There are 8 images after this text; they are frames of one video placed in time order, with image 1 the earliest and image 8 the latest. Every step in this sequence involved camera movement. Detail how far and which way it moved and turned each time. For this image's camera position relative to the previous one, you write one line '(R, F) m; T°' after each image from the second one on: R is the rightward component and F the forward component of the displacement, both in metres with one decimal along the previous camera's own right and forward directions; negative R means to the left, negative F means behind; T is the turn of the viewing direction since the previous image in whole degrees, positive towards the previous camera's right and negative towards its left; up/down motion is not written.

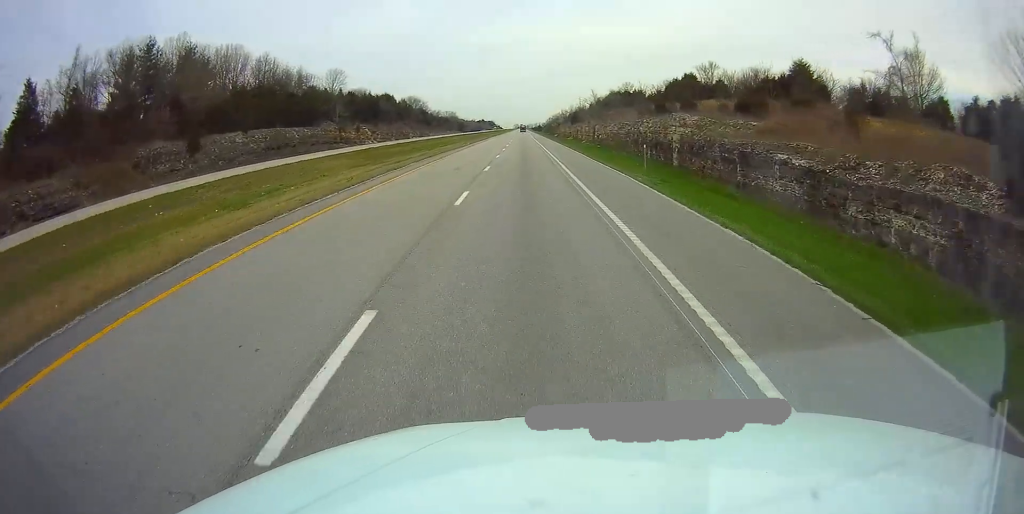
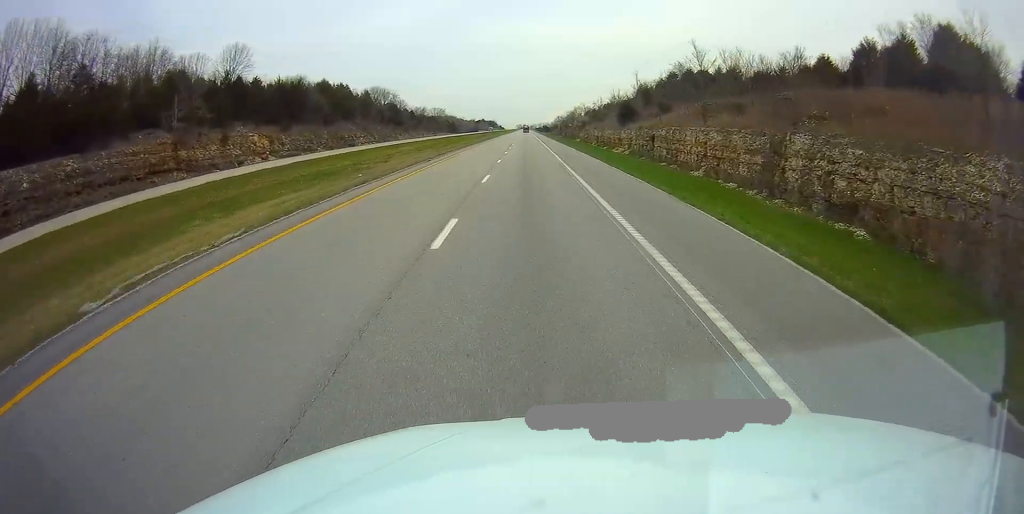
(+0.2, +66.9) m; 0°
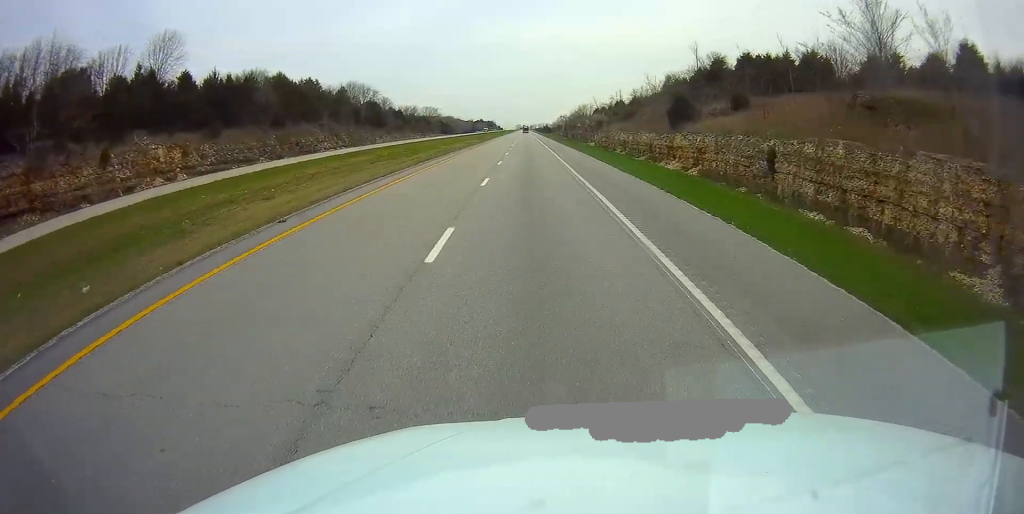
(0.0, +25.8) m; 0°
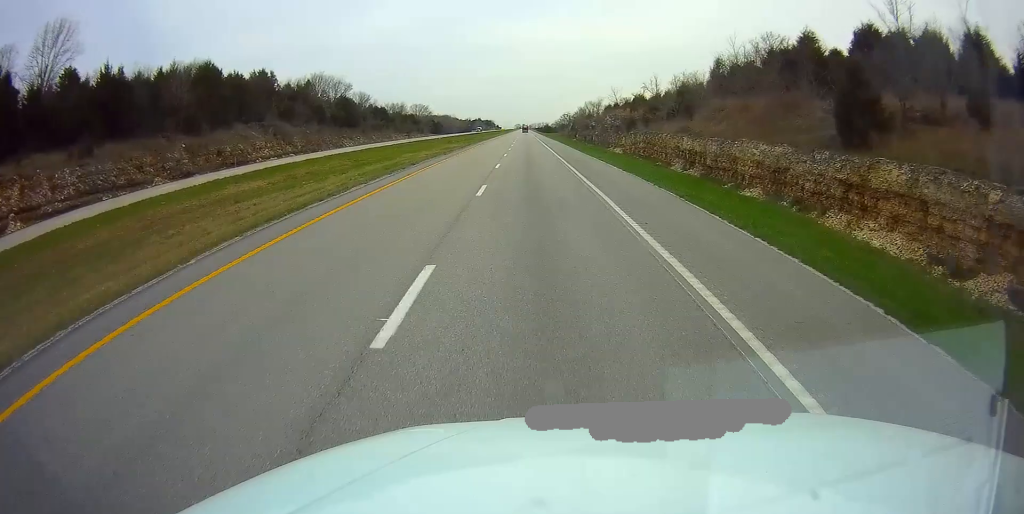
(0.0, +27.9) m; 0°
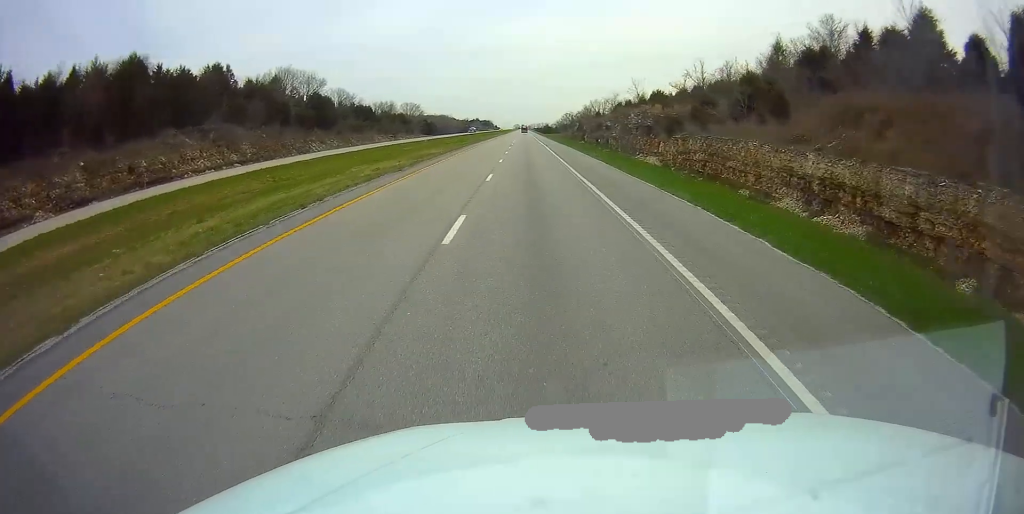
(-0.1, +19.7) m; 0°
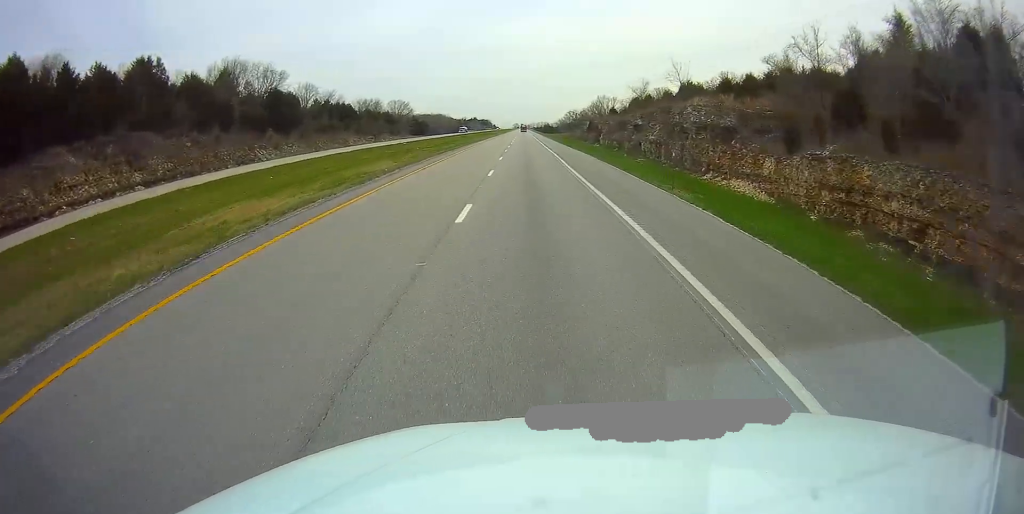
(0.0, +22.6) m; 0°
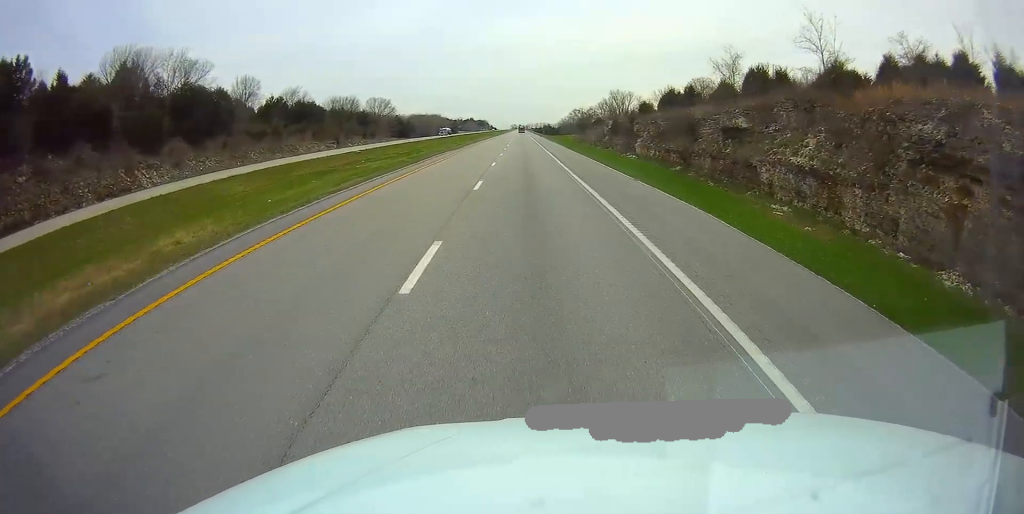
(0.0, +29.8) m; 0°
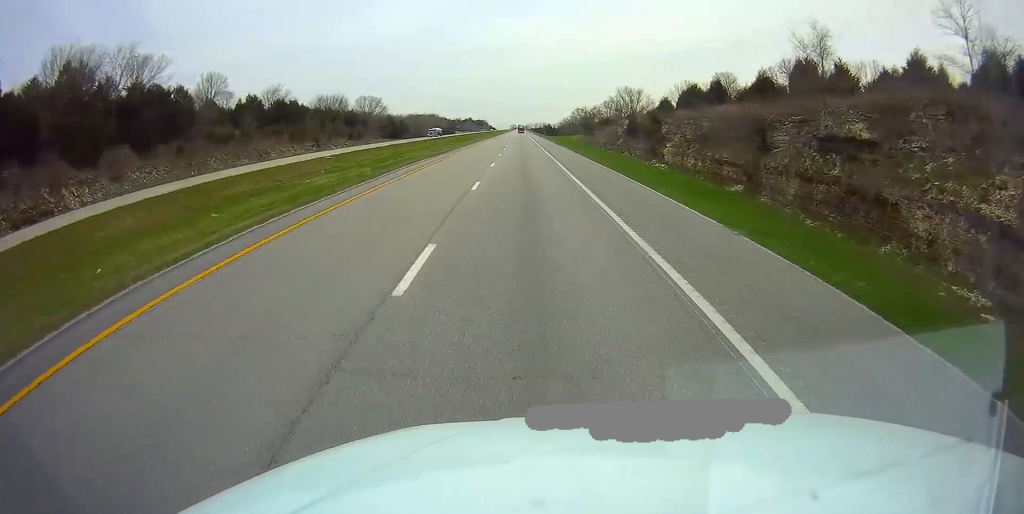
(-0.1, +12.3) m; 0°
